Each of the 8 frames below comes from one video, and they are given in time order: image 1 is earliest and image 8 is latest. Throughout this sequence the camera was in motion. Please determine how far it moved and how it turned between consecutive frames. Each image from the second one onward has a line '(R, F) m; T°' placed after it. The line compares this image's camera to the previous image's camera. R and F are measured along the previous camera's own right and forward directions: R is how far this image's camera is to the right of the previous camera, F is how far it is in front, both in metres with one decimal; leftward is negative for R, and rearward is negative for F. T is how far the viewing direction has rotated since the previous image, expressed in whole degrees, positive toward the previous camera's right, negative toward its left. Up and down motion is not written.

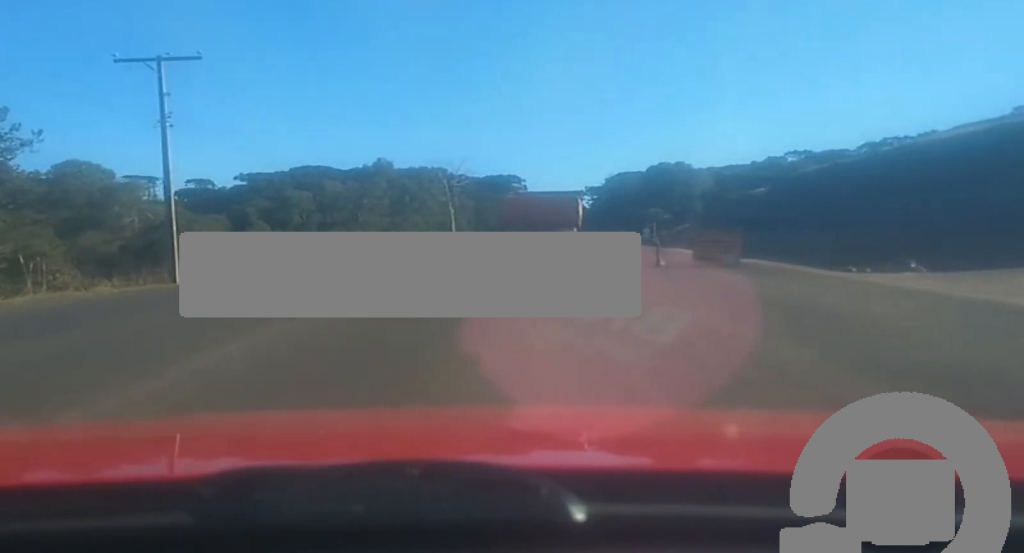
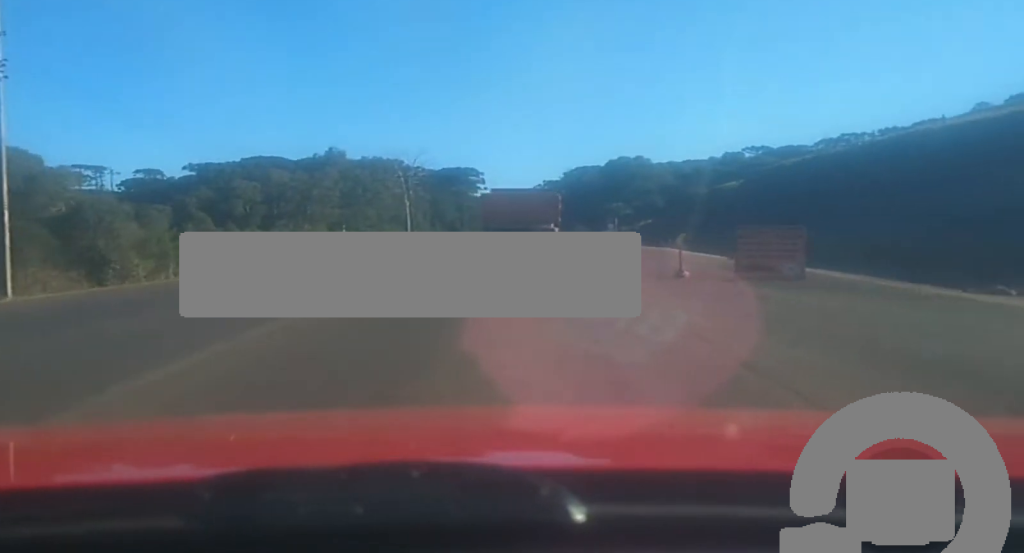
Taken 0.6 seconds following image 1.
(+0.1, +7.7) m; +2°
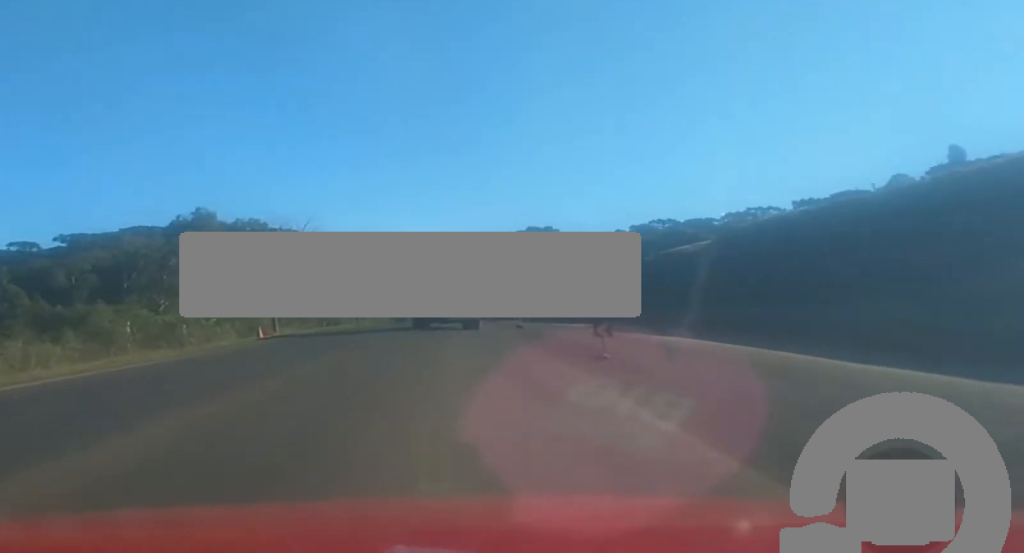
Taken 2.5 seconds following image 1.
(+1.2, +26.1) m; +5°
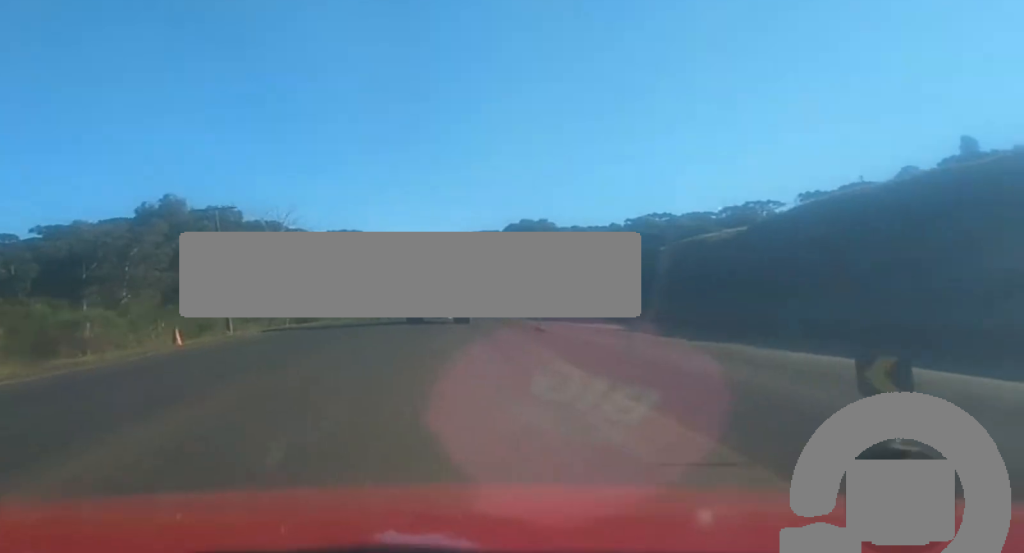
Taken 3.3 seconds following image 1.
(+0.4, +12.0) m; 0°
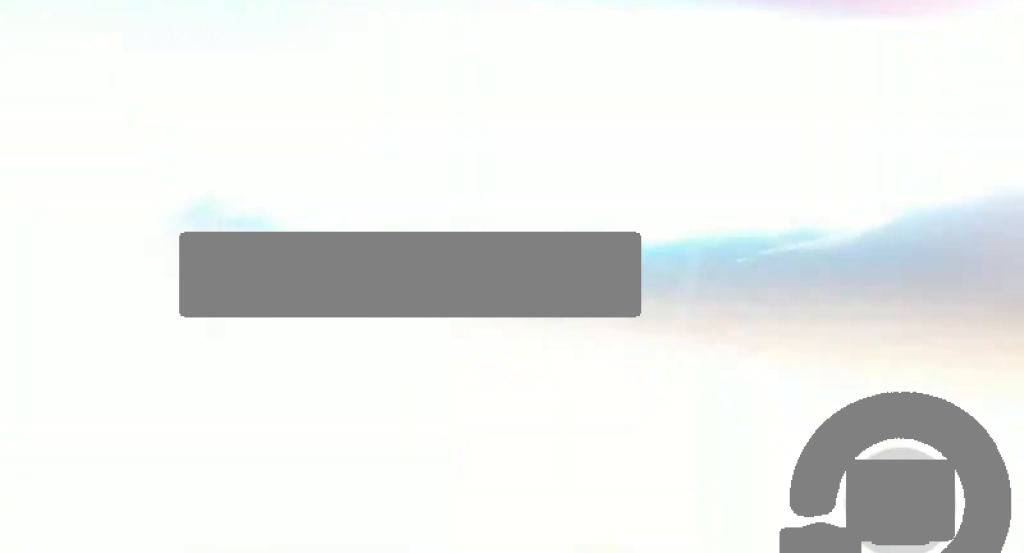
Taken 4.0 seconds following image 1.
(-0.4, +9.7) m; 0°
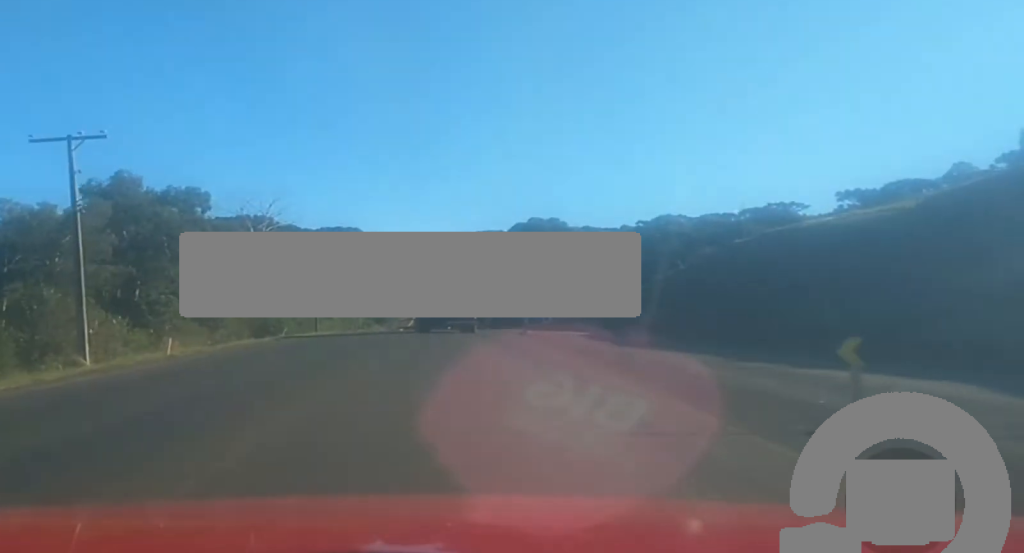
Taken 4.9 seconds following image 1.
(+0.1, +12.1) m; +1°
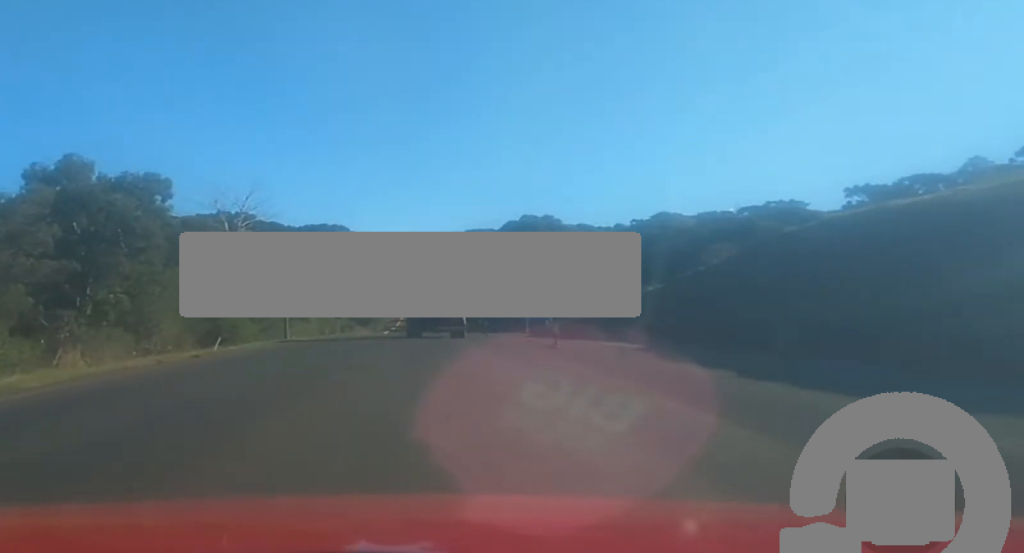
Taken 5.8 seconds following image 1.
(+0.1, +12.3) m; 0°
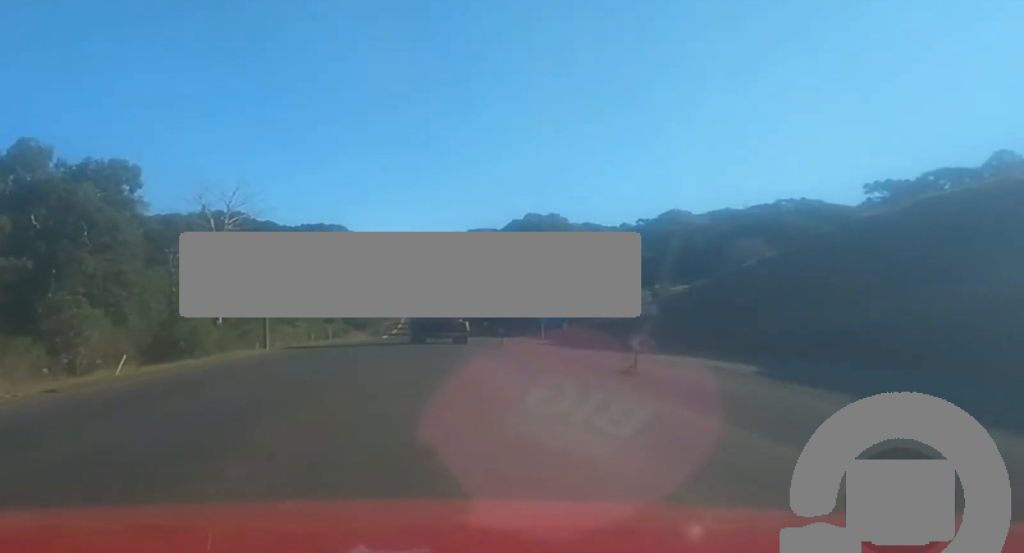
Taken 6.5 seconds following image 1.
(0.0, +10.6) m; 0°
